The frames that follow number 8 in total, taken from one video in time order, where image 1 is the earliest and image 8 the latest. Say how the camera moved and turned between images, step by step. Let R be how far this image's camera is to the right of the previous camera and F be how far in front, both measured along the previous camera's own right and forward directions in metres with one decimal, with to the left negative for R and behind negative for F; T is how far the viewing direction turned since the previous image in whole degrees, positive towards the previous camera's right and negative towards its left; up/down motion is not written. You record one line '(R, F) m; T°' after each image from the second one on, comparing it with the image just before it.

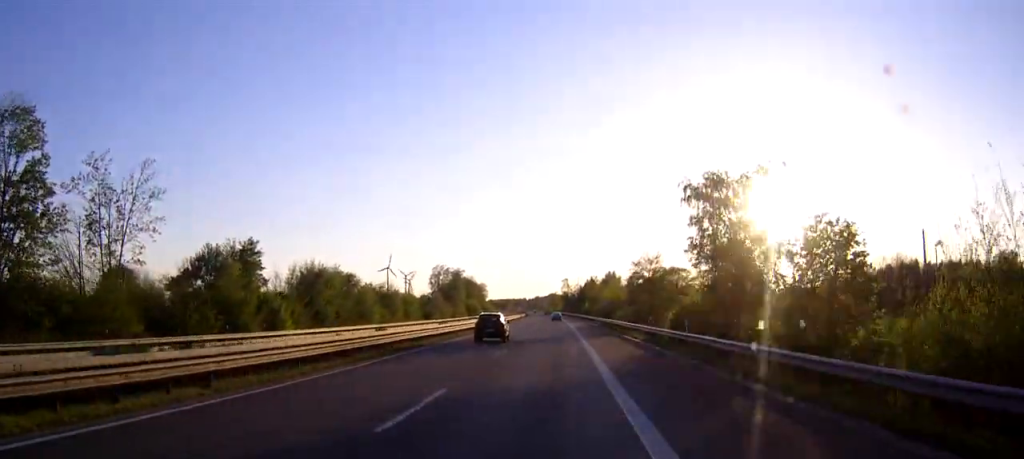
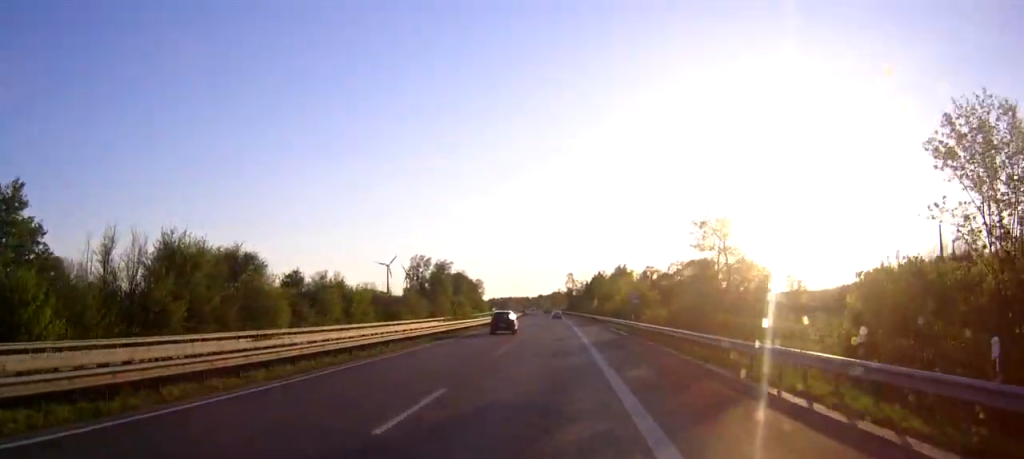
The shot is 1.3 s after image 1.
(+0.1, +30.9) m; +1°
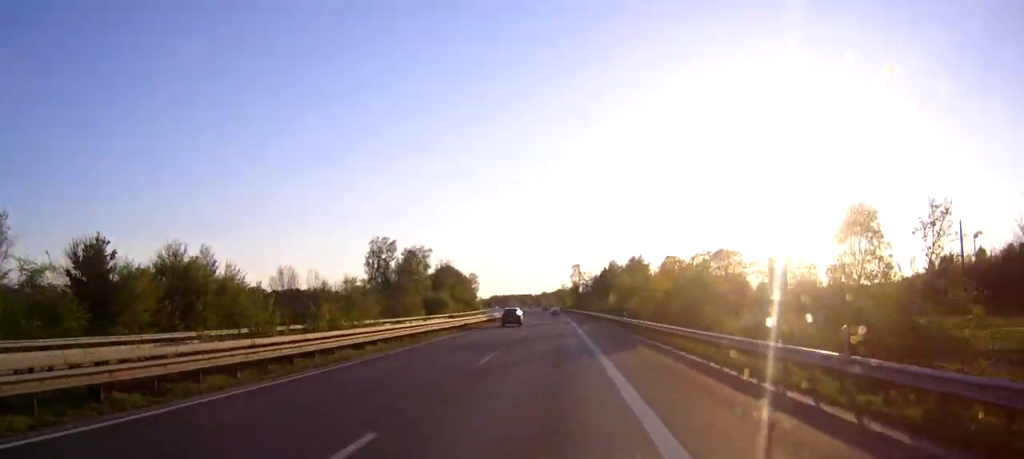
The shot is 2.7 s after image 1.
(+0.1, +34.0) m; 0°
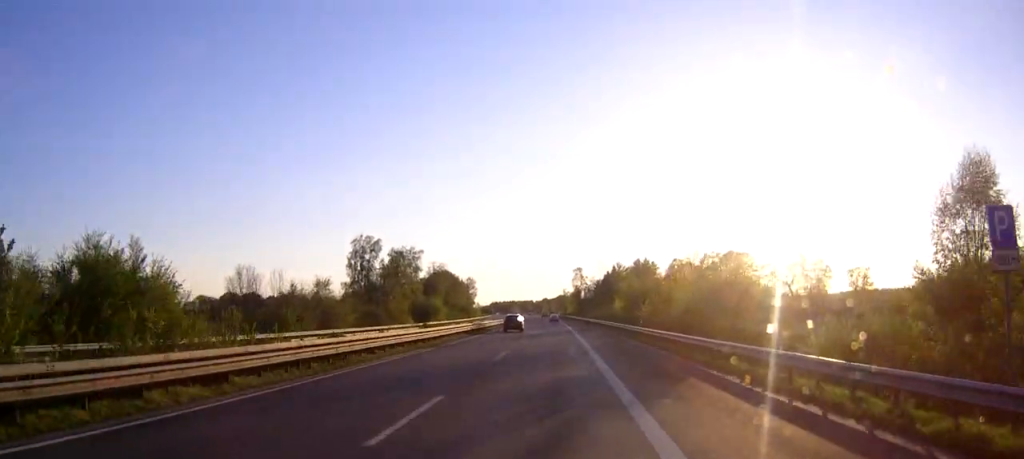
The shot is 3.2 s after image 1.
(0.0, +10.9) m; 0°
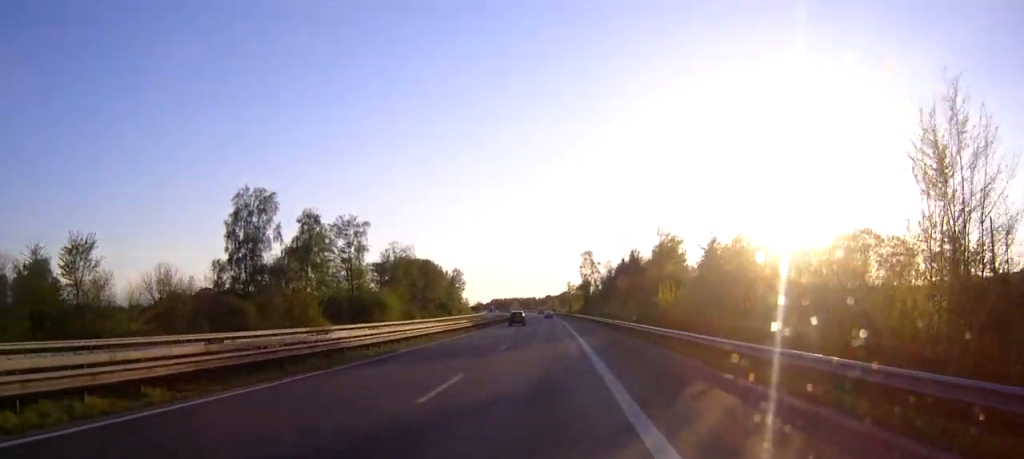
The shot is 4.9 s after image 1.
(-0.1, +45.5) m; 0°
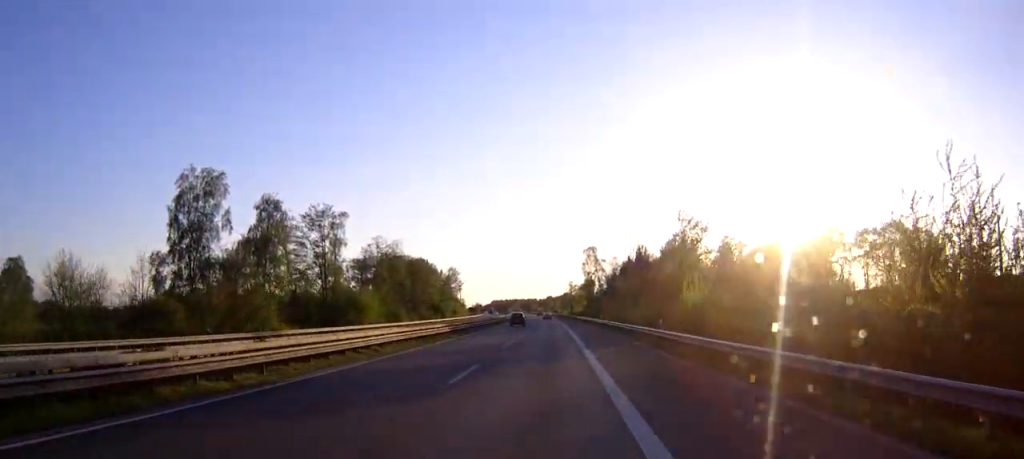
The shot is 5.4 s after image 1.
(0.0, +12.8) m; 0°
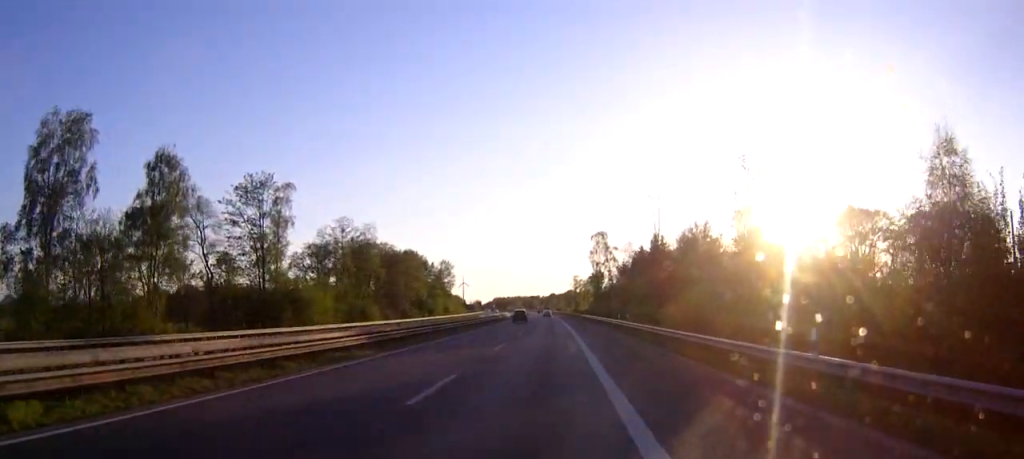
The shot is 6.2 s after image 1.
(0.0, +22.1) m; 0°
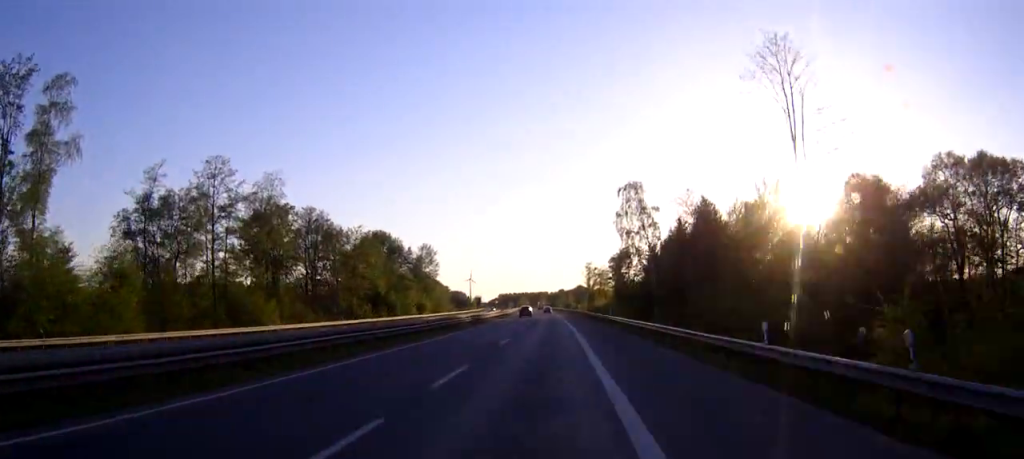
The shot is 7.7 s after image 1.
(+0.1, +43.1) m; 0°
